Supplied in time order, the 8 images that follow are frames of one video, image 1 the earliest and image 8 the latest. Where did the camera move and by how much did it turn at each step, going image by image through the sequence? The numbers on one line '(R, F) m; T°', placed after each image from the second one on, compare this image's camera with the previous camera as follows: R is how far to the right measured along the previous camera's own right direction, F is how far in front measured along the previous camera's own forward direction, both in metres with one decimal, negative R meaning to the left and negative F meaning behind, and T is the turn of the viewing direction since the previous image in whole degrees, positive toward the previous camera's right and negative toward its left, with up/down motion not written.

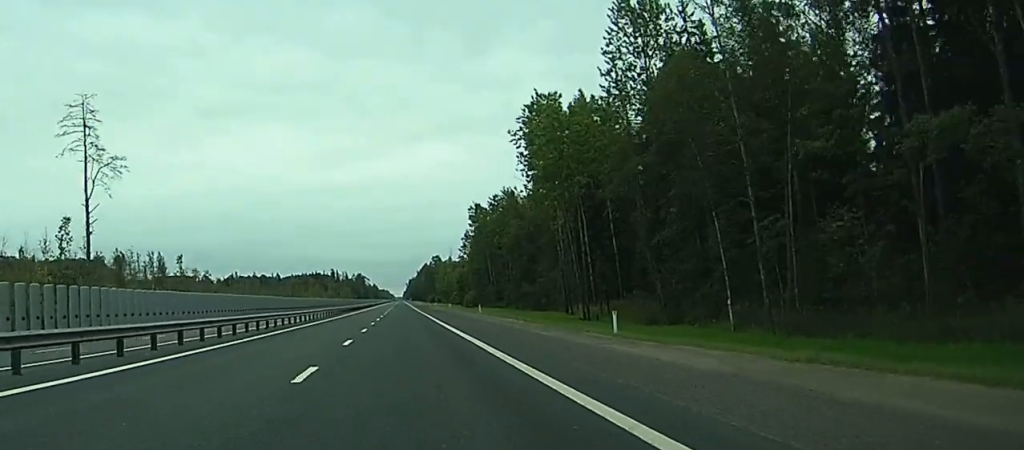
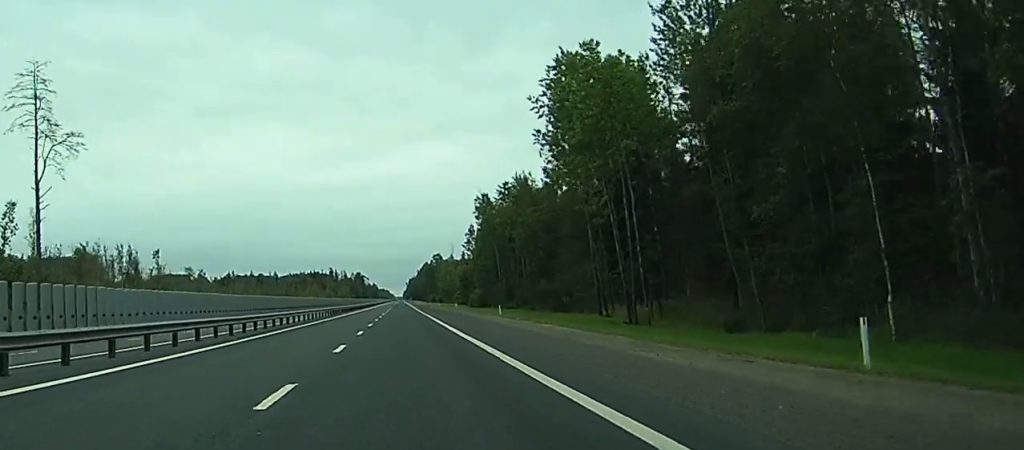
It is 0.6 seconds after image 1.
(0.0, +15.4) m; 0°
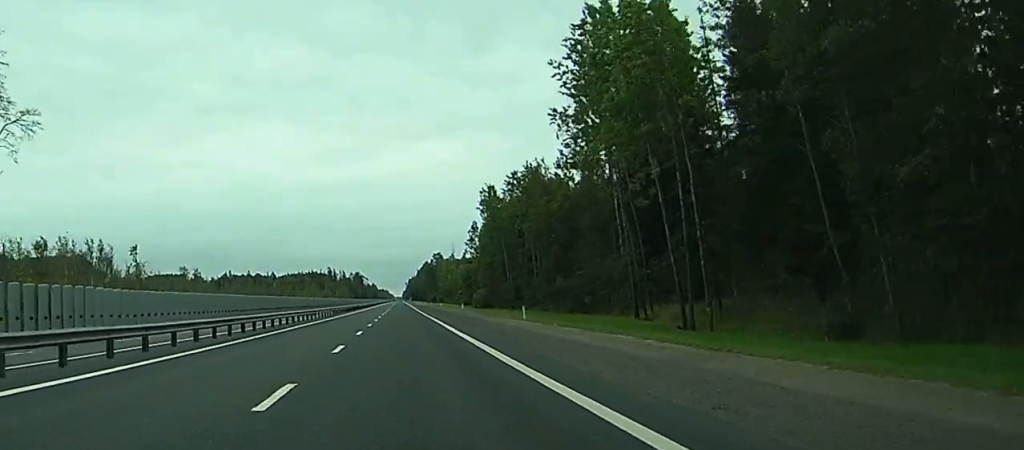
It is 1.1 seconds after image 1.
(0.0, +12.0) m; 0°
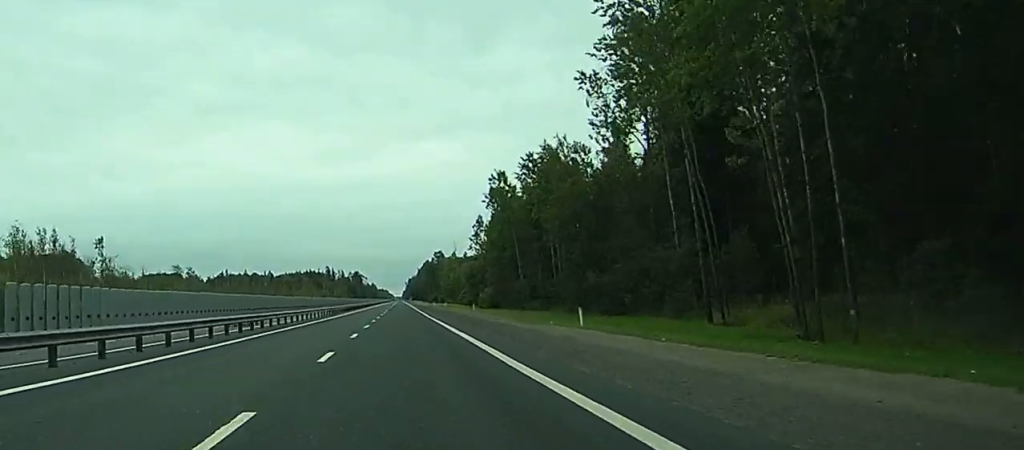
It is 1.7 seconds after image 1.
(-0.1, +15.3) m; 0°
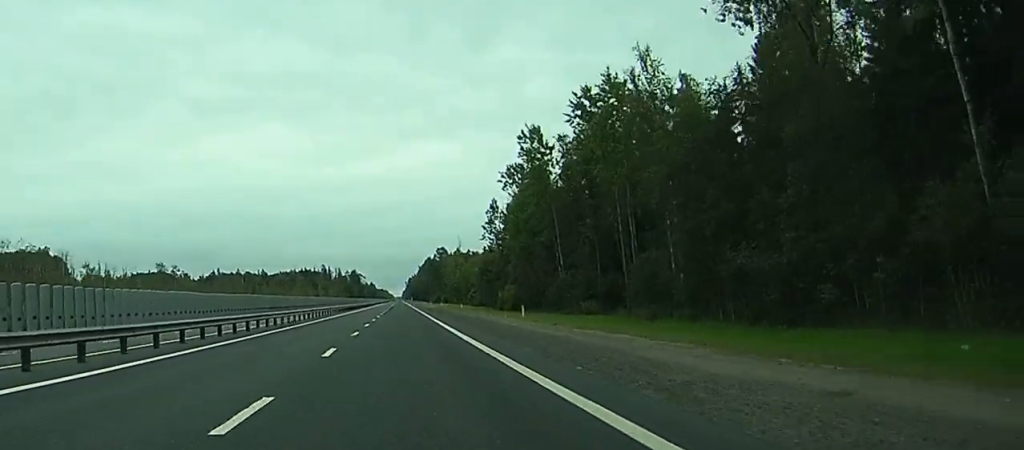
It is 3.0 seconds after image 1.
(0.0, +33.8) m; 0°
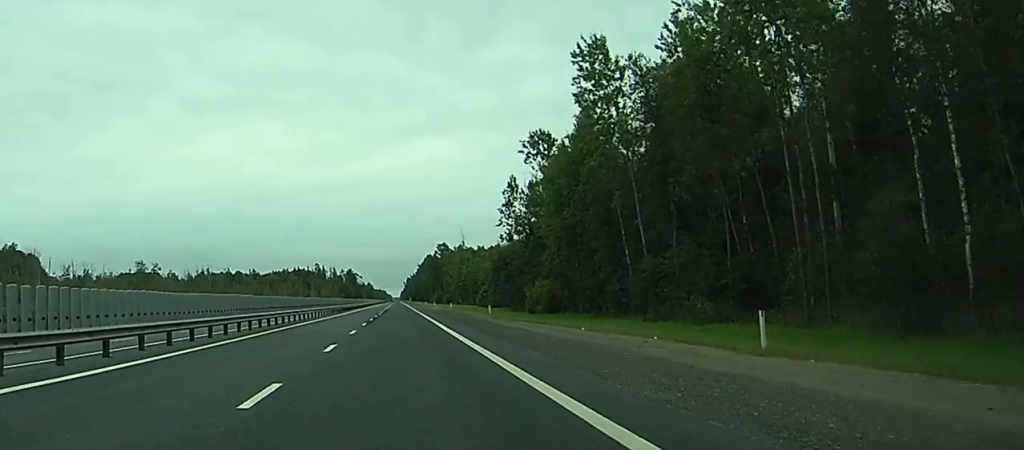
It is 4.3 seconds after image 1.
(+0.1, +33.6) m; 0°
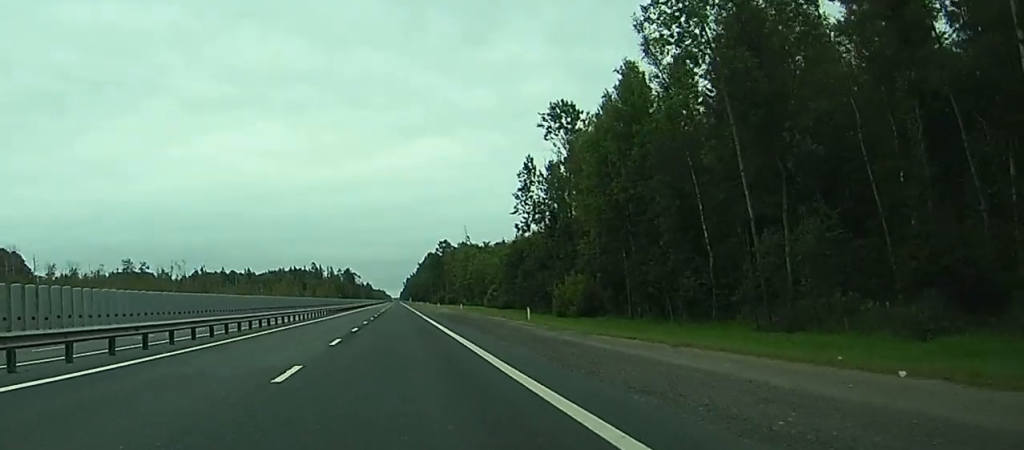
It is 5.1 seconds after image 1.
(0.0, +20.1) m; 0°
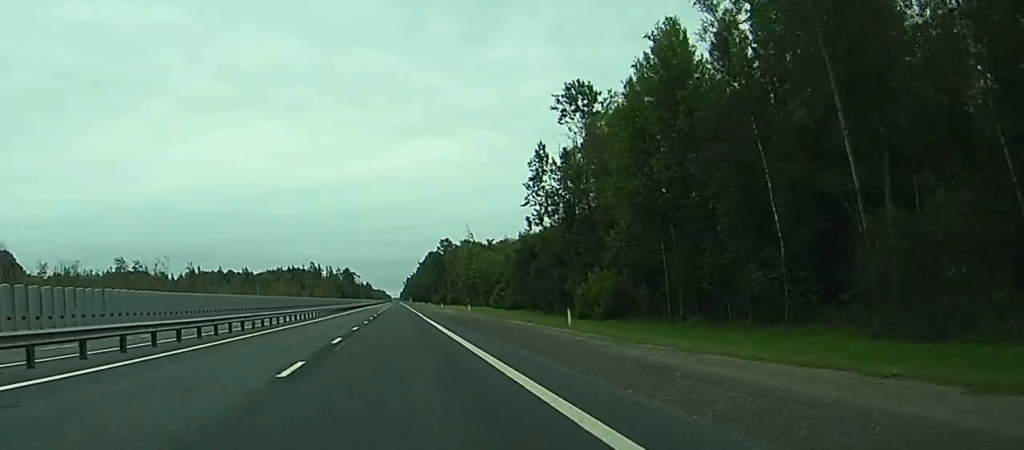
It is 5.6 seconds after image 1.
(0.0, +10.9) m; 0°
